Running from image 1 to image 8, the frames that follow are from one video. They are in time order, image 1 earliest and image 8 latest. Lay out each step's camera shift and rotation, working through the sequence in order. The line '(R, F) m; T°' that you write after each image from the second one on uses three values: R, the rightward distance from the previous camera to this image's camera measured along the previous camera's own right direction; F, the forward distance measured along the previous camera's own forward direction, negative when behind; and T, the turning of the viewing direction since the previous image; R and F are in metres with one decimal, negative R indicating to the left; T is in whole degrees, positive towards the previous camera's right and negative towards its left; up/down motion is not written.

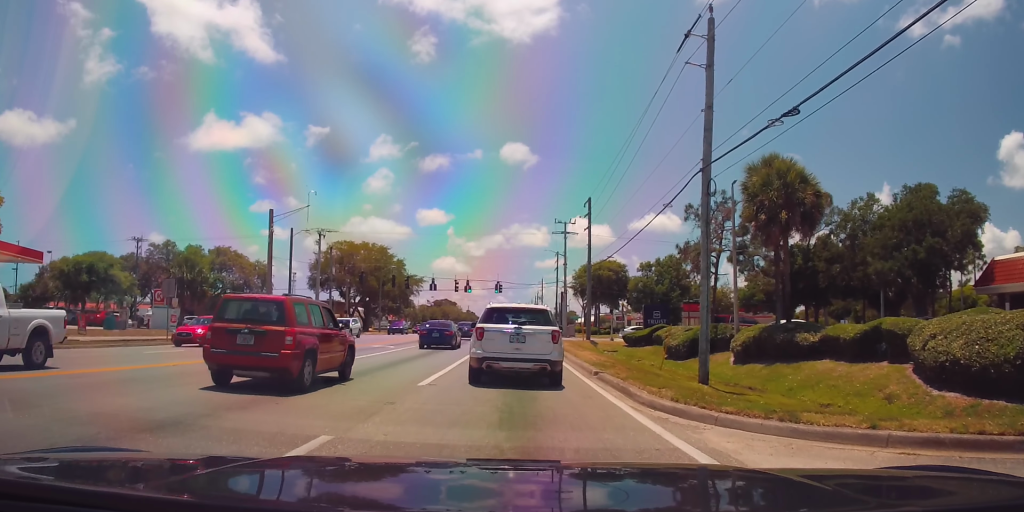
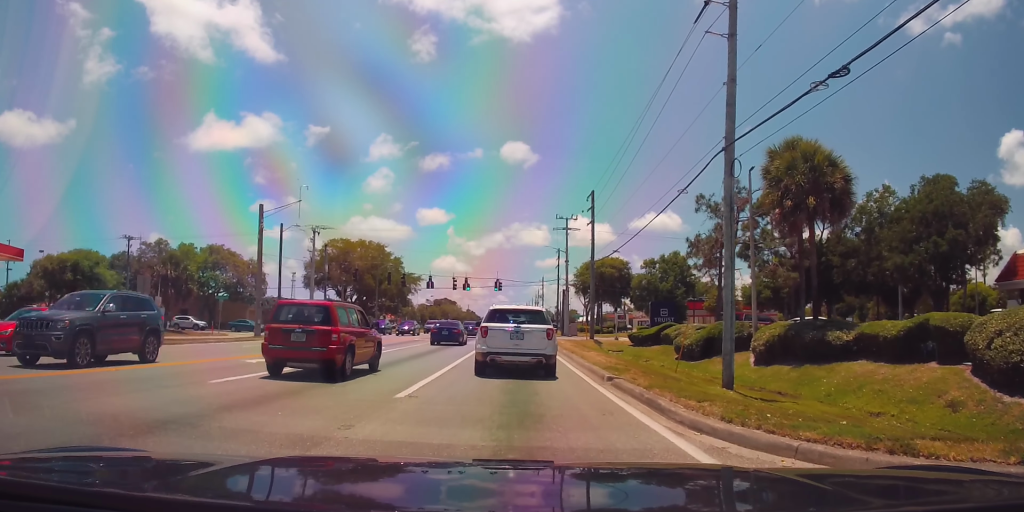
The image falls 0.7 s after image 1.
(0.0, +2.5) m; 0°
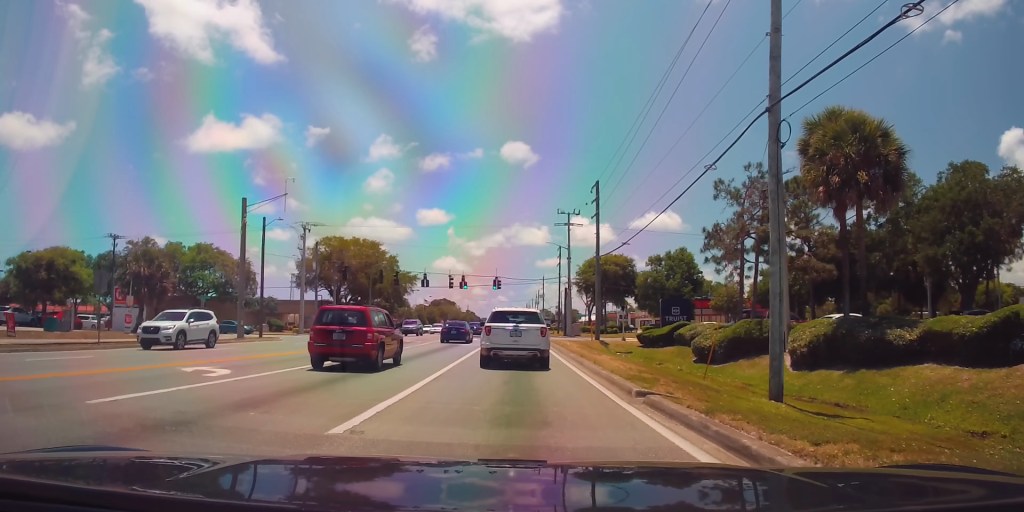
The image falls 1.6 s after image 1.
(0.0, +3.6) m; 0°
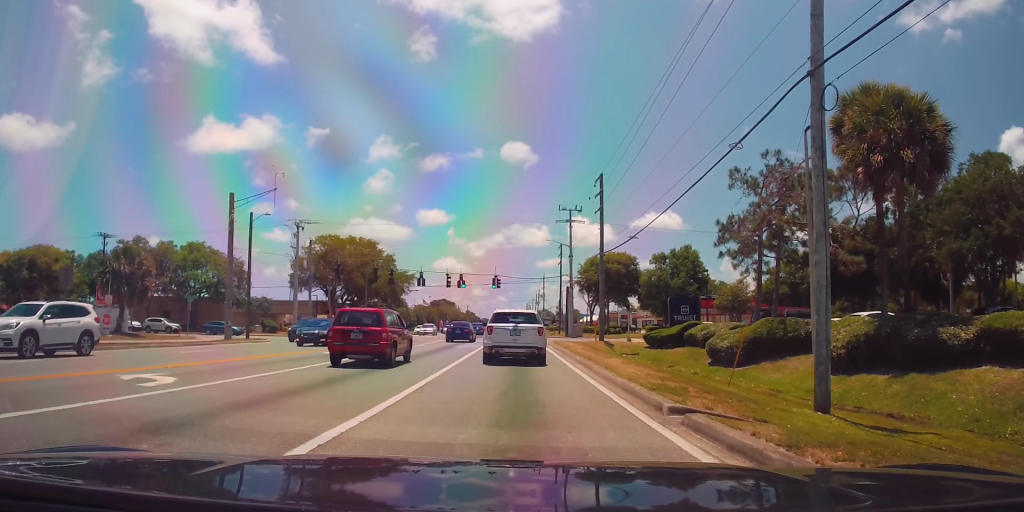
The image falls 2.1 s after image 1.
(0.0, +2.3) m; 0°
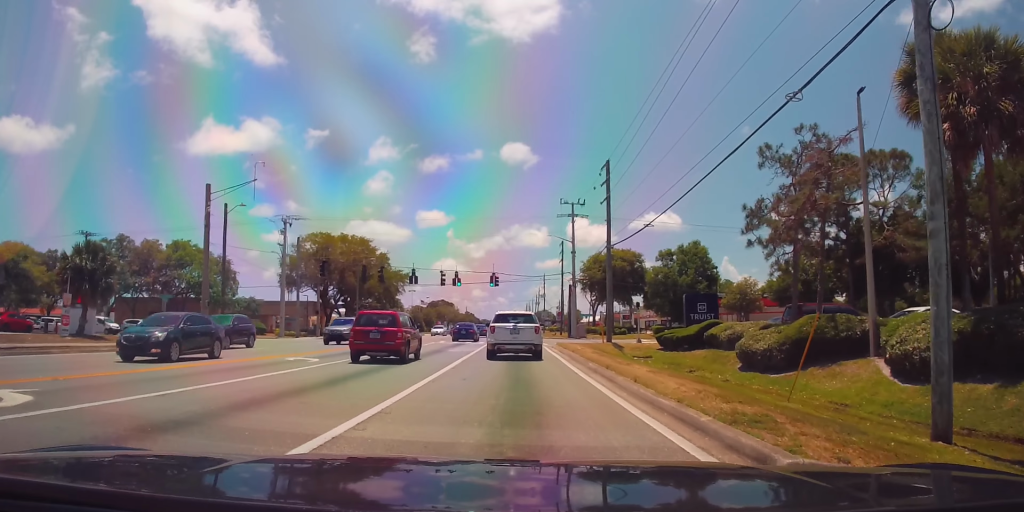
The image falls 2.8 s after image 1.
(0.0, +4.1) m; 0°
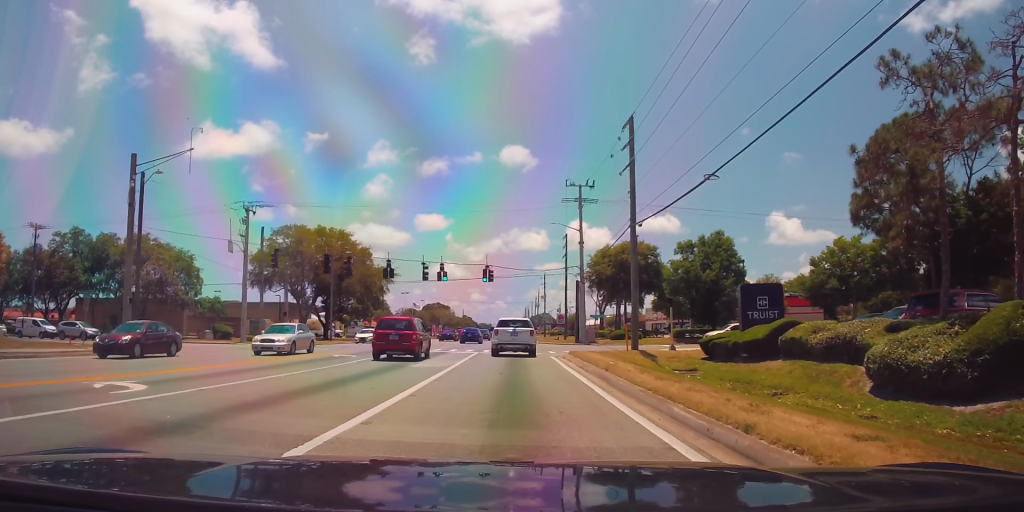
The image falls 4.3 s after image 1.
(0.0, +9.9) m; 0°
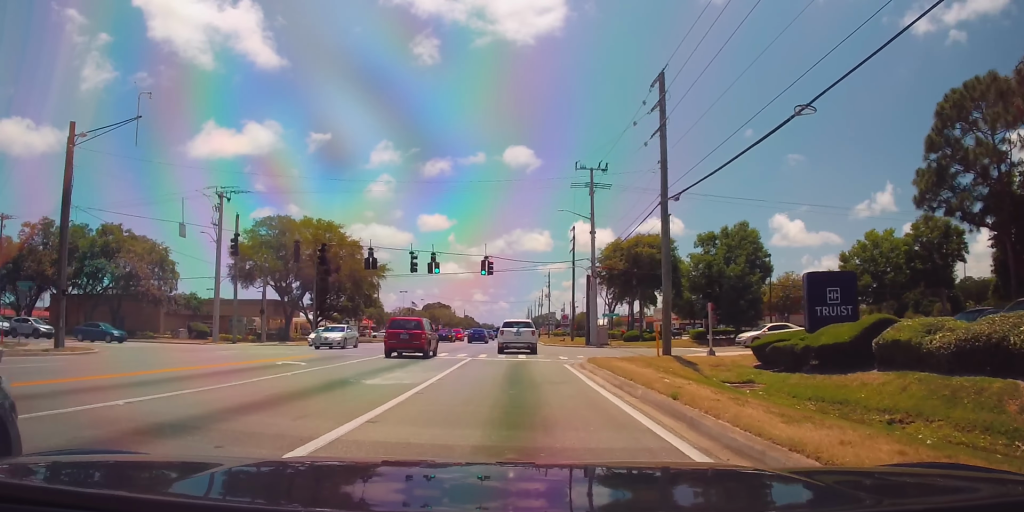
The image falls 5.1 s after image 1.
(0.0, +6.4) m; 0°
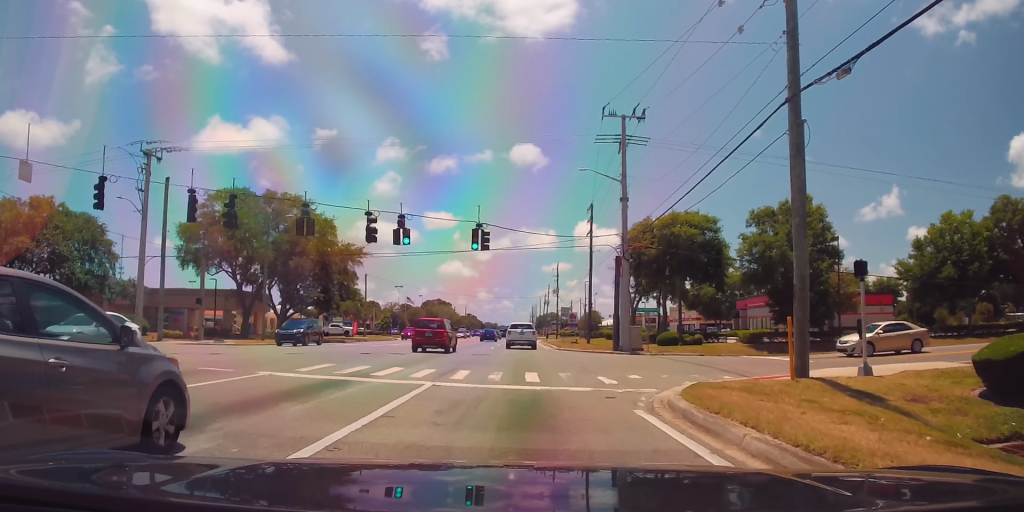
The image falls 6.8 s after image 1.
(0.0, +13.1) m; 0°
